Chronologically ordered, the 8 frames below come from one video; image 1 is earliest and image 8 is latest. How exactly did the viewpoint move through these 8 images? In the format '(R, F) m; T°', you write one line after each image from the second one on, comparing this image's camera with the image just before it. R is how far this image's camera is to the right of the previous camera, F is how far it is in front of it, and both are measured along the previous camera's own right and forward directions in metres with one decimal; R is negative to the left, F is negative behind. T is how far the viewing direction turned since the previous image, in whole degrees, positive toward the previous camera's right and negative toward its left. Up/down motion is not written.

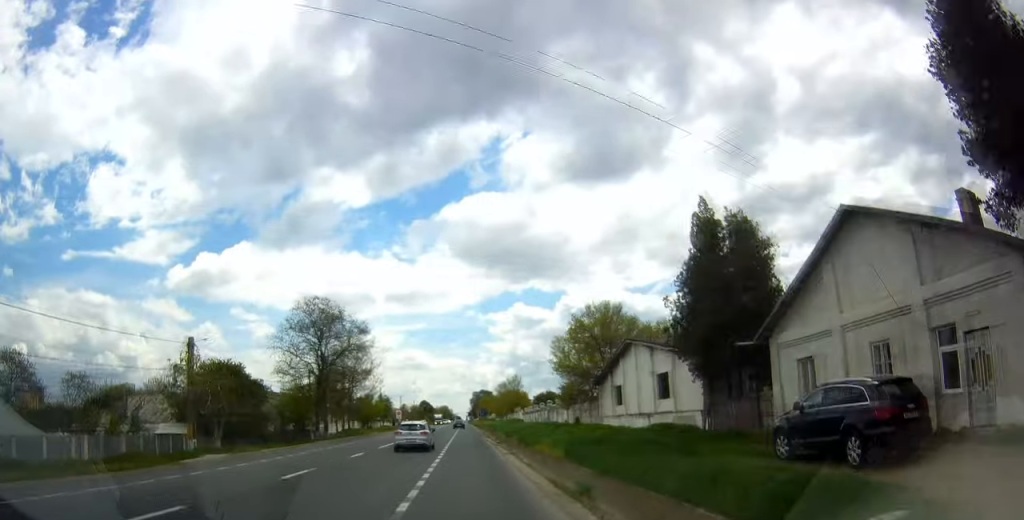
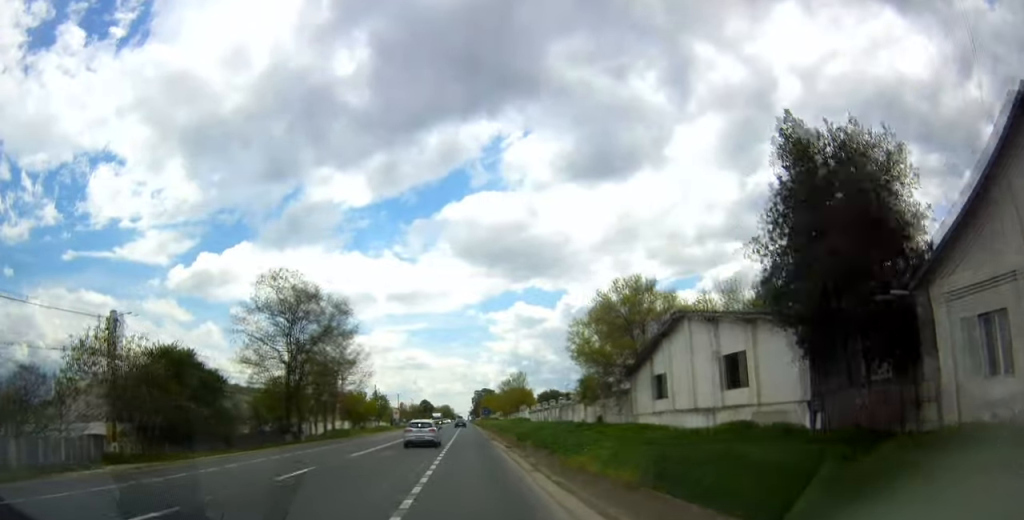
(-0.1, +9.3) m; 0°
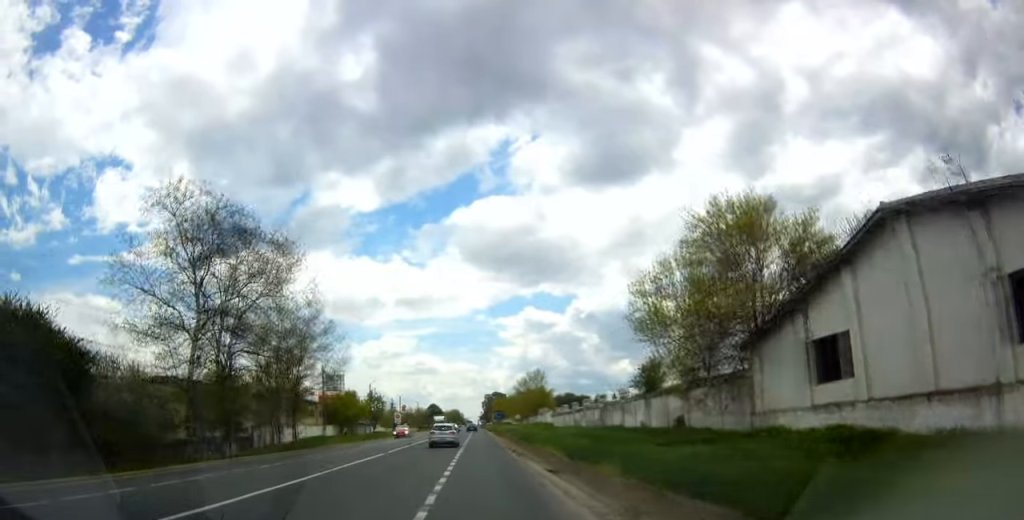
(+0.2, +17.0) m; +1°
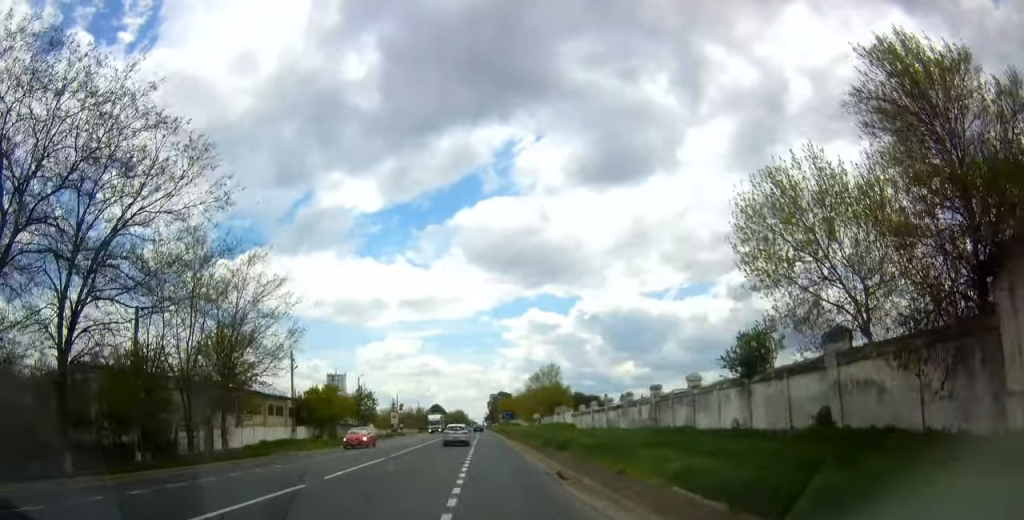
(+0.1, +13.9) m; -1°
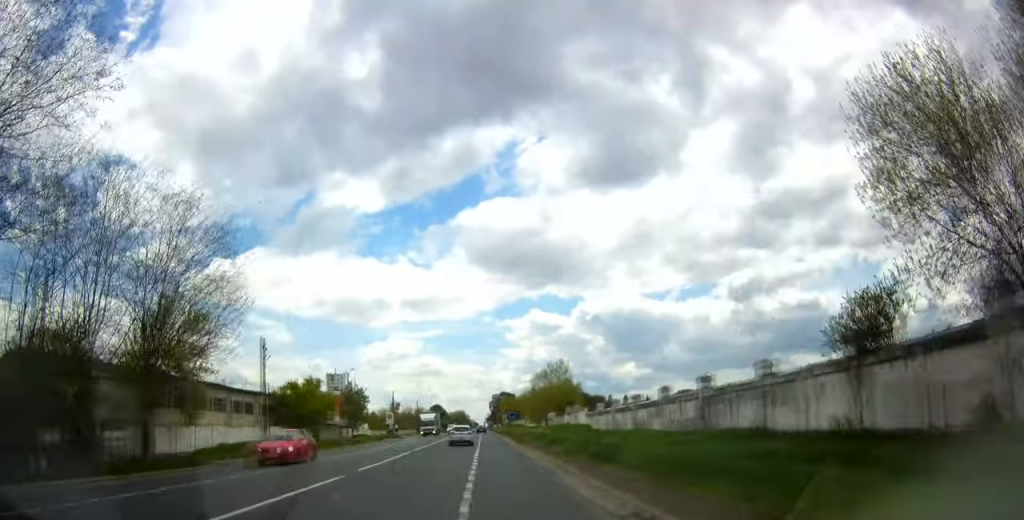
(-0.2, +8.4) m; 0°
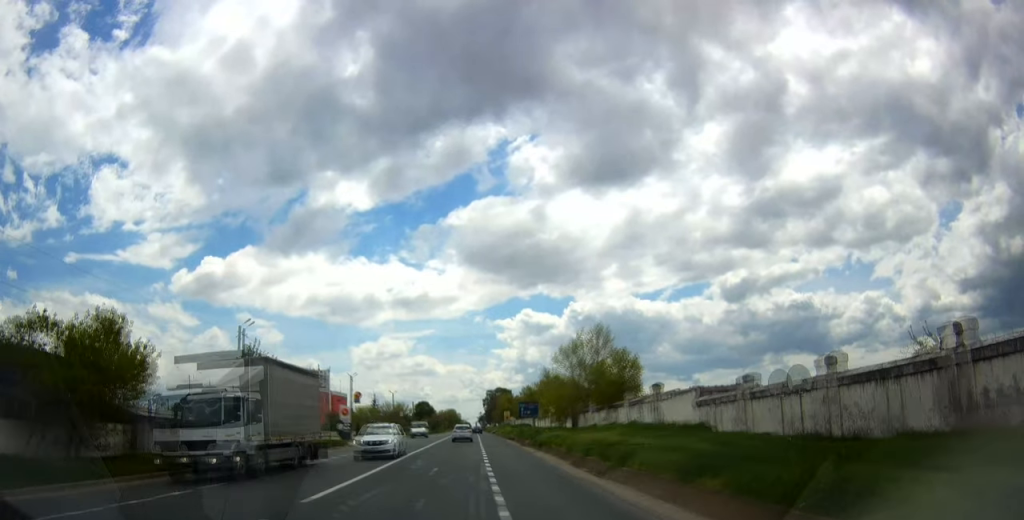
(-0.1, +33.0) m; 0°
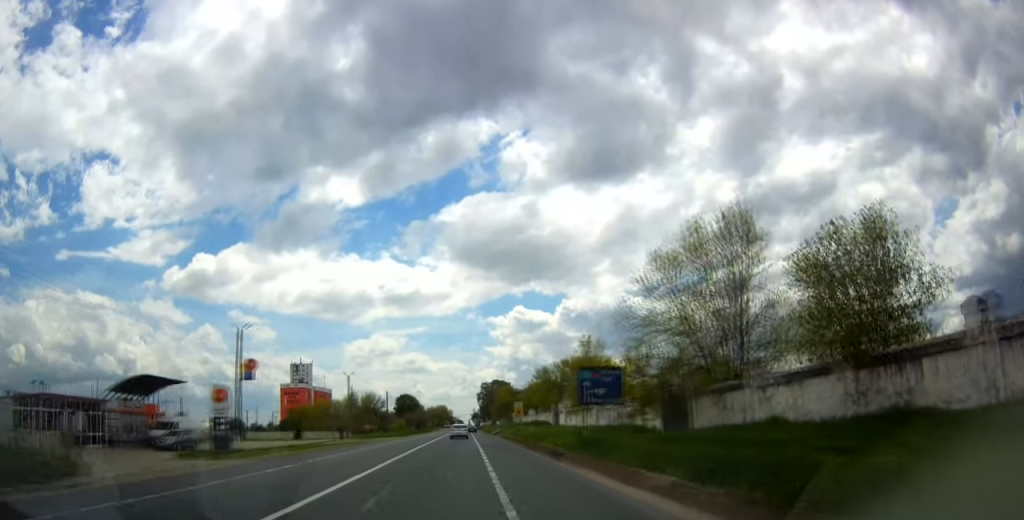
(-0.1, +36.7) m; 0°
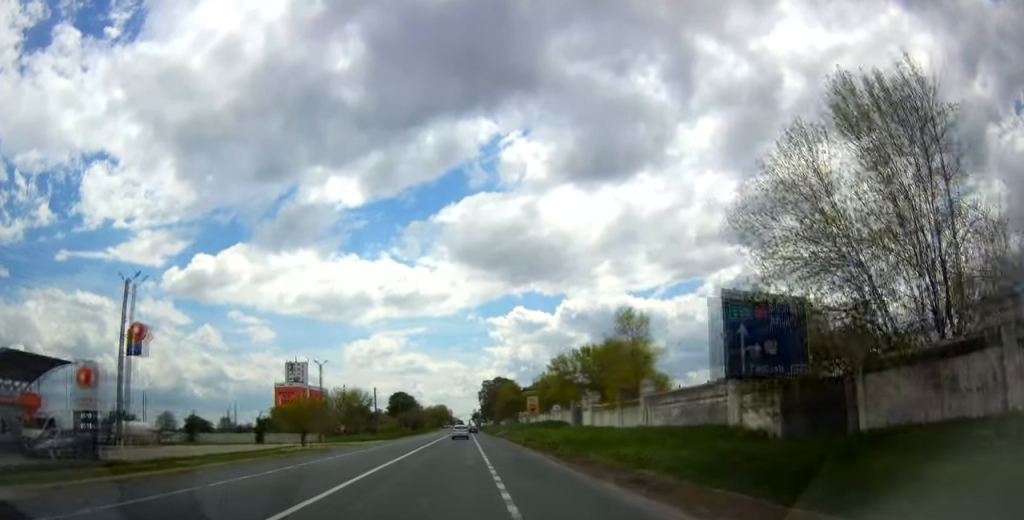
(+0.1, +15.3) m; 0°
